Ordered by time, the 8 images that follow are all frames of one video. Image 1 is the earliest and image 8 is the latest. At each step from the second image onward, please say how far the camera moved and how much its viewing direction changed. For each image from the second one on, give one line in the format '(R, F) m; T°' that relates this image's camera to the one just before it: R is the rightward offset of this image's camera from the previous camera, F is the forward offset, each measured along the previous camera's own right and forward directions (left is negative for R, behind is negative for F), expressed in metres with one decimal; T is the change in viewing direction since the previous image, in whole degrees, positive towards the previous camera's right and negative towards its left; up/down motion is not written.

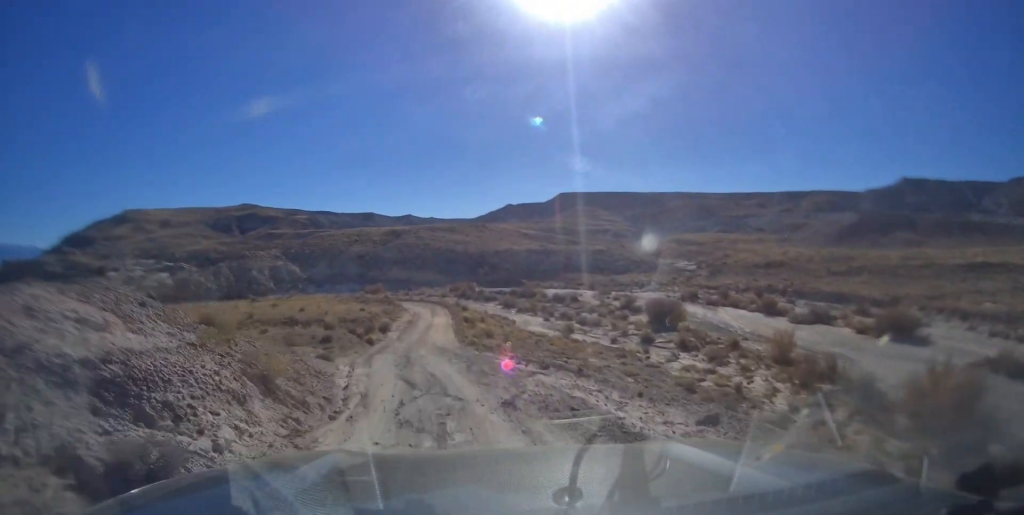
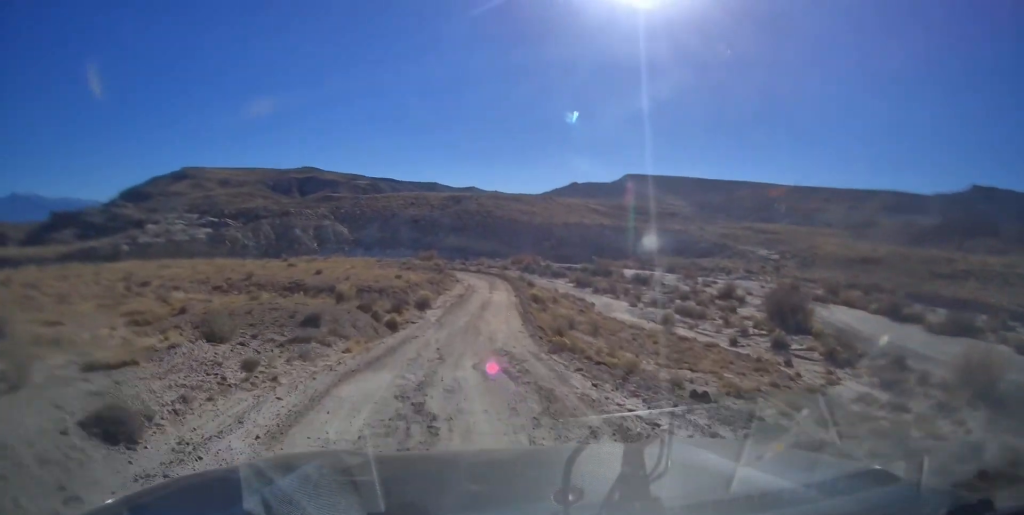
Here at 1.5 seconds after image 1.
(-0.8, +14.0) m; -7°
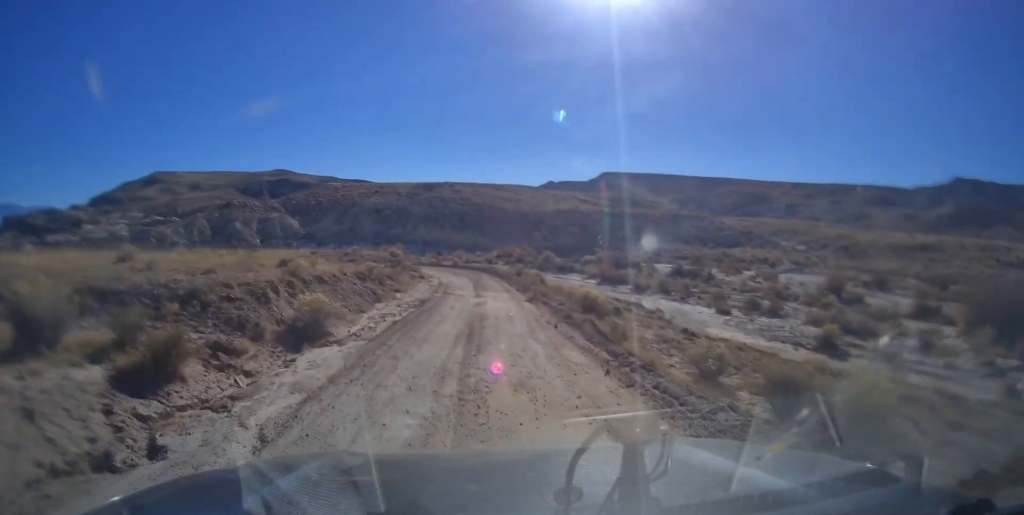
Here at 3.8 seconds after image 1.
(-1.4, +21.8) m; -2°
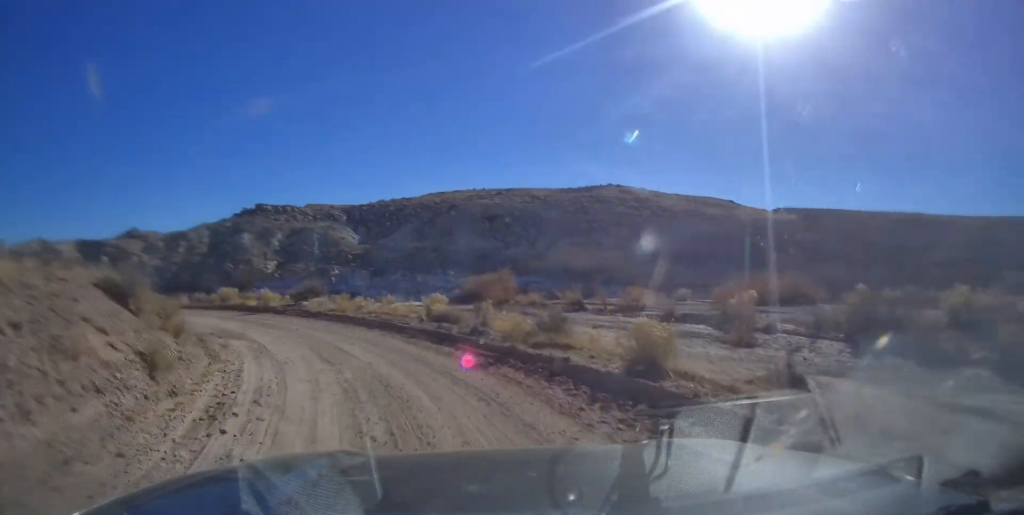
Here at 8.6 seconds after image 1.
(-0.6, +50.2) m; -10°
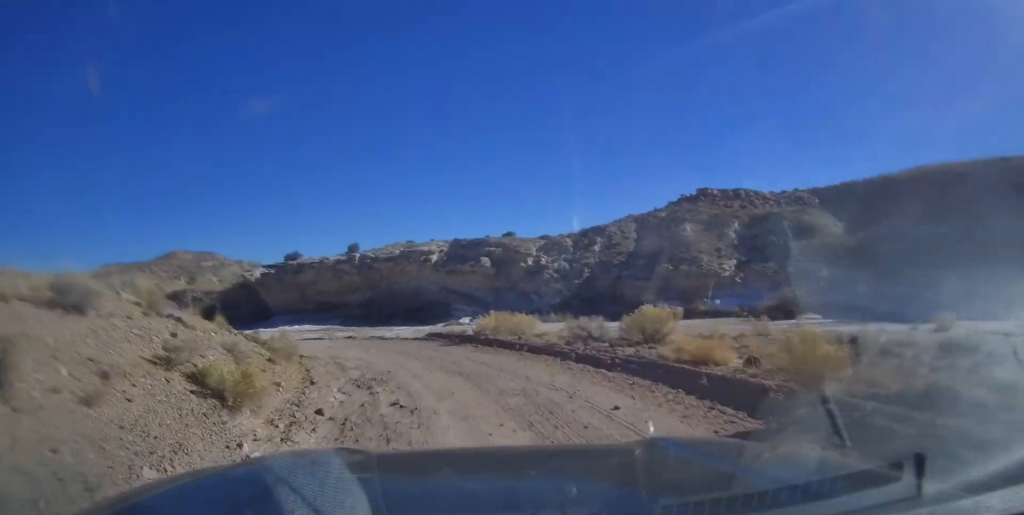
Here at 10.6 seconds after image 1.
(-2.2, +21.8) m; -19°
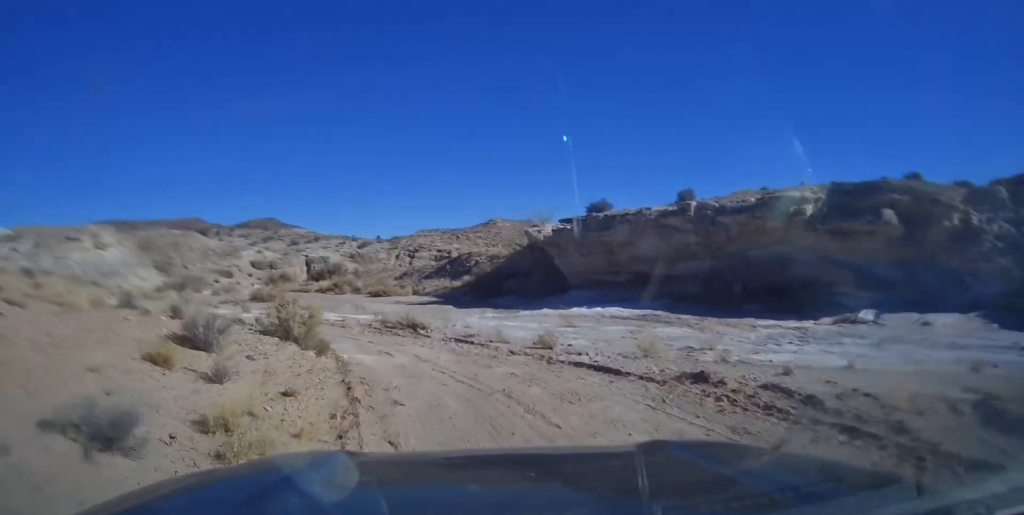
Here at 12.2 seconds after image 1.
(-3.4, +17.2) m; -28°
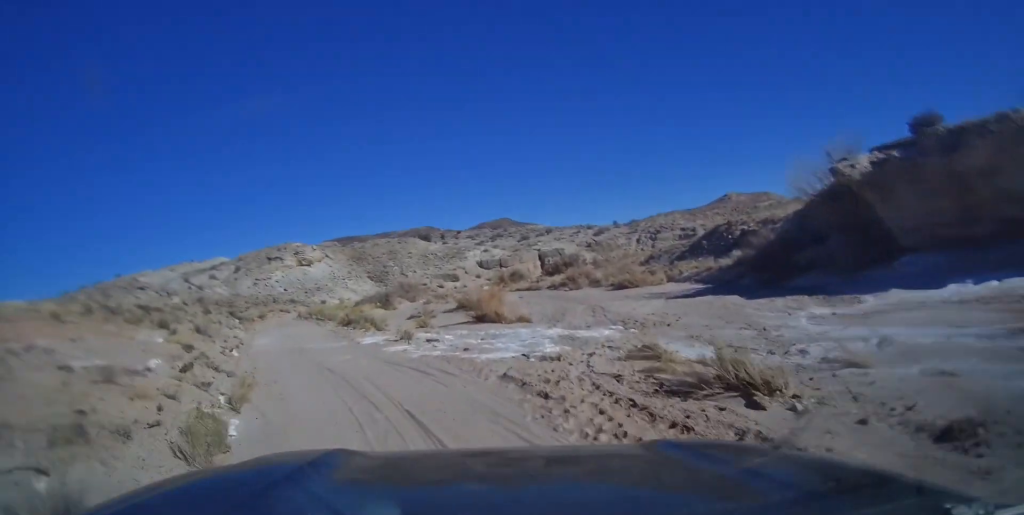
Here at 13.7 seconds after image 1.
(-3.2, +14.7) m; -32°
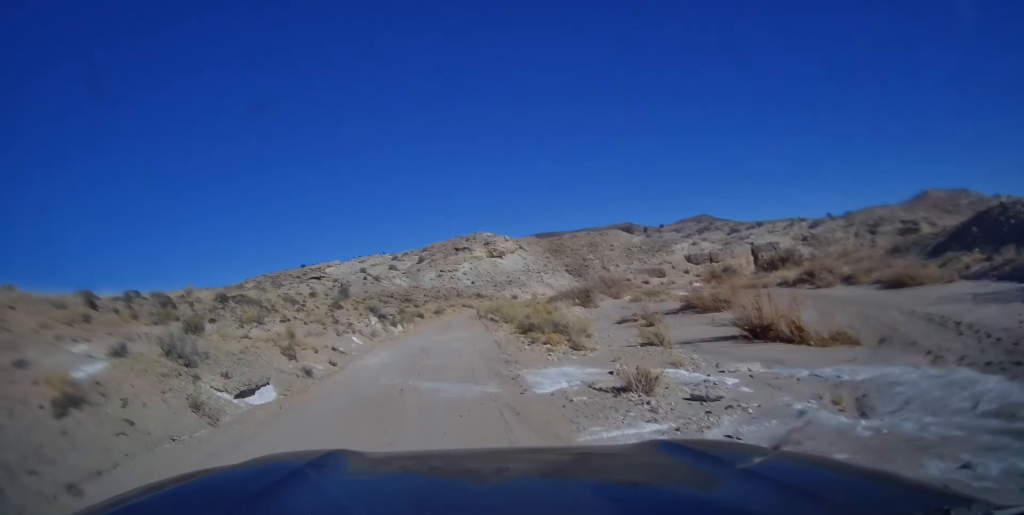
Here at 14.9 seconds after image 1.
(-3.2, +13.1) m; -28°
